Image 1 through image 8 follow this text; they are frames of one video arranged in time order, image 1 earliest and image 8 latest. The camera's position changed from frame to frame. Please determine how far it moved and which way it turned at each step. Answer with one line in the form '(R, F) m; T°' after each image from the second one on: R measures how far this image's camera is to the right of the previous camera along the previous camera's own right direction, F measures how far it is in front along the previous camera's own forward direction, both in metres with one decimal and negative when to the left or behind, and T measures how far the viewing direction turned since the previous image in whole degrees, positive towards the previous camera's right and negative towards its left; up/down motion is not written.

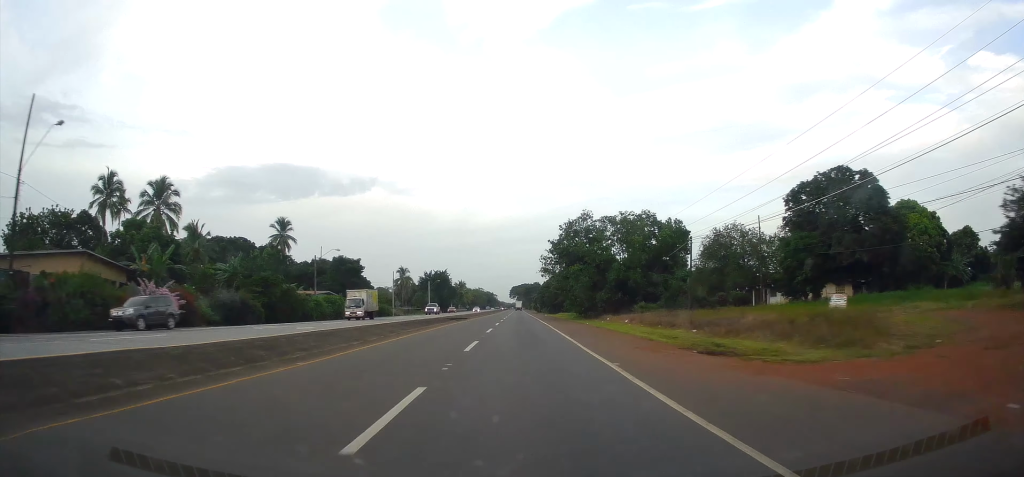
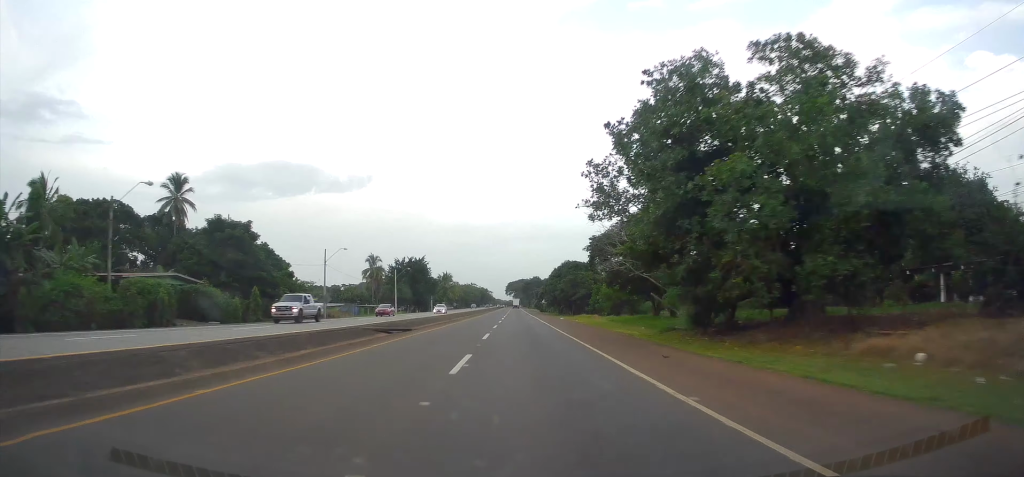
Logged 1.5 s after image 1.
(-0.3, +39.0) m; 0°
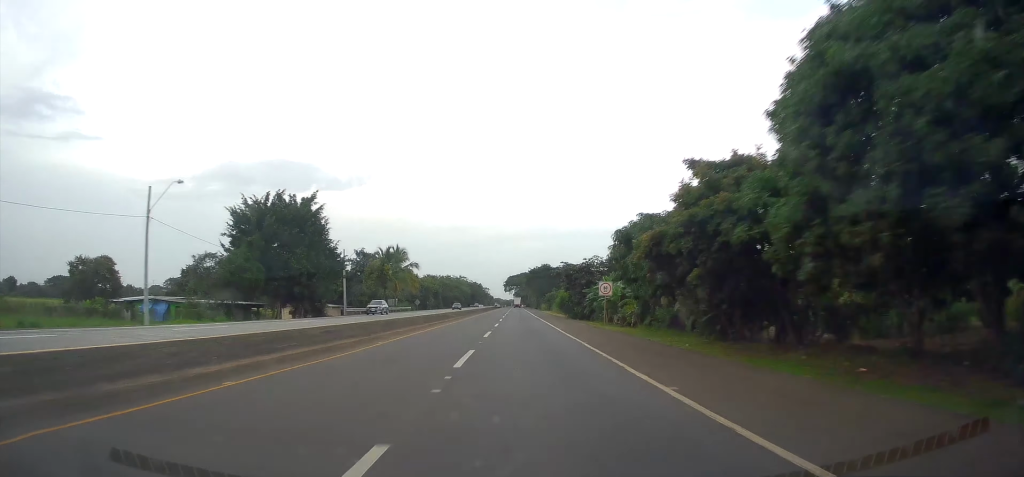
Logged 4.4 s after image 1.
(+0.7, +76.9) m; +1°
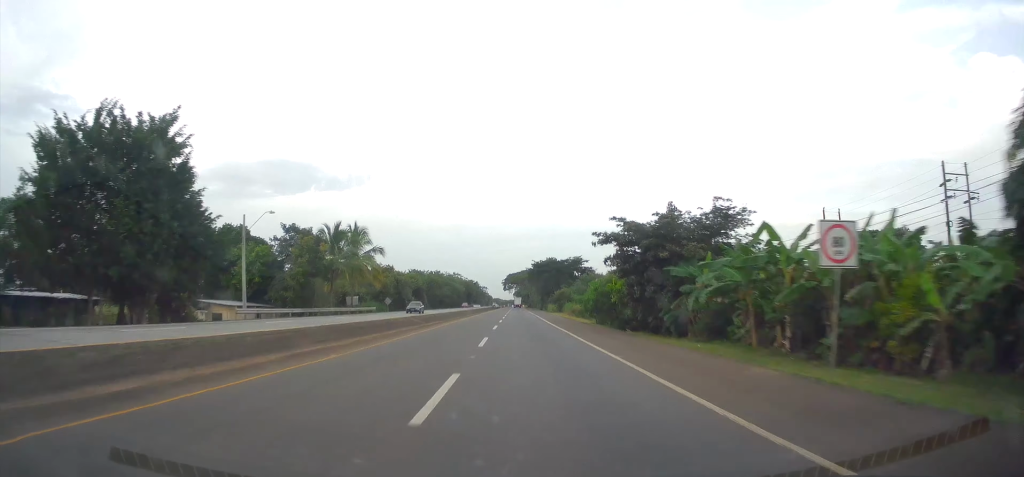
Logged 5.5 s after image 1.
(-0.3, +29.2) m; 0°
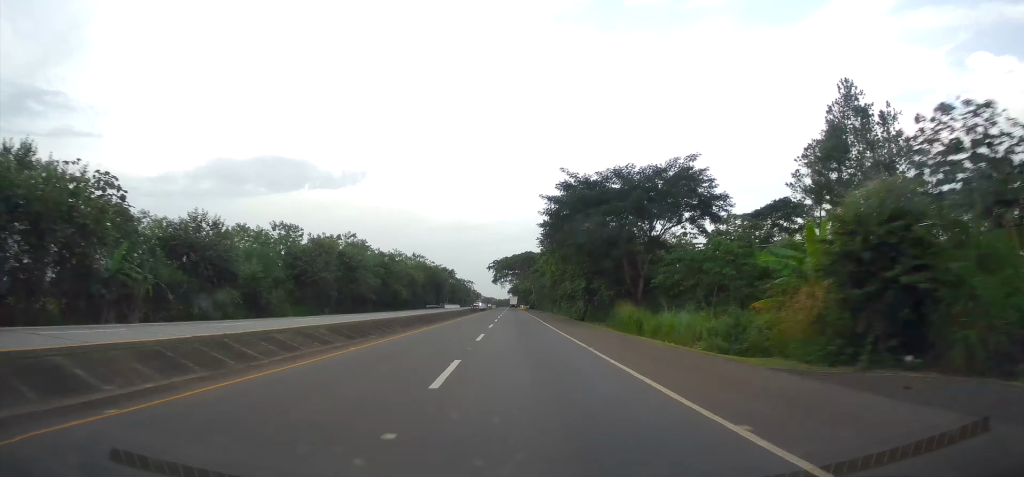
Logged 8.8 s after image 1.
(0.0, +88.7) m; 0°
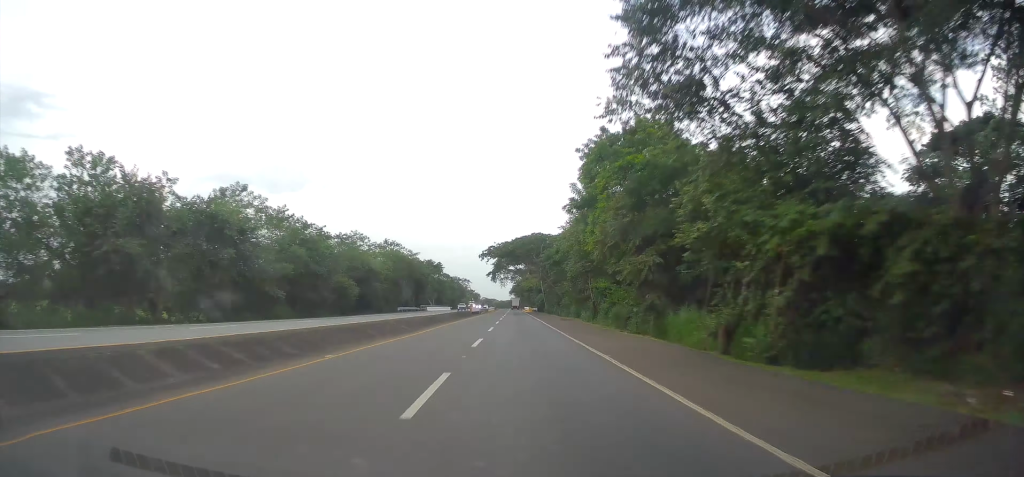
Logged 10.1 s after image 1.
(+0.1, +36.9) m; 0°
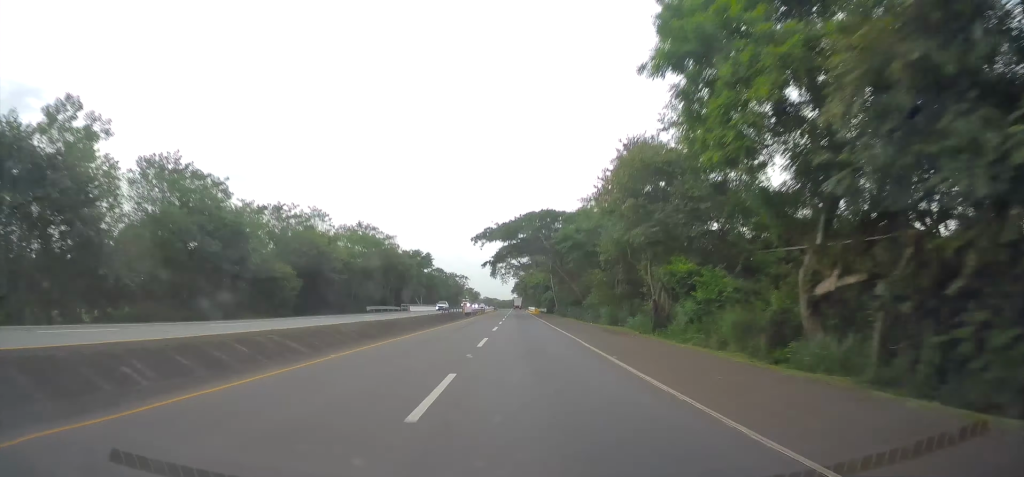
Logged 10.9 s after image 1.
(0.0, +23.1) m; 0°
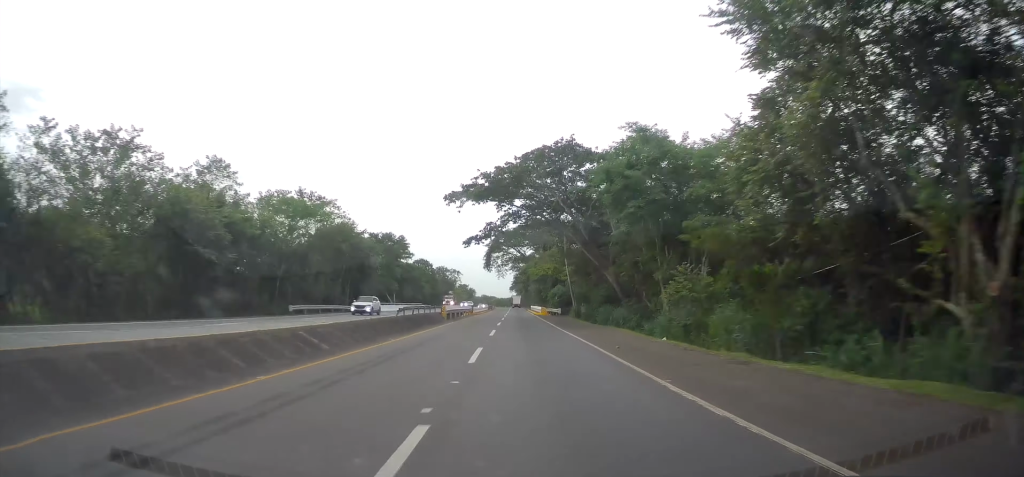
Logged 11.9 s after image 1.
(+0.1, +27.8) m; 0°
